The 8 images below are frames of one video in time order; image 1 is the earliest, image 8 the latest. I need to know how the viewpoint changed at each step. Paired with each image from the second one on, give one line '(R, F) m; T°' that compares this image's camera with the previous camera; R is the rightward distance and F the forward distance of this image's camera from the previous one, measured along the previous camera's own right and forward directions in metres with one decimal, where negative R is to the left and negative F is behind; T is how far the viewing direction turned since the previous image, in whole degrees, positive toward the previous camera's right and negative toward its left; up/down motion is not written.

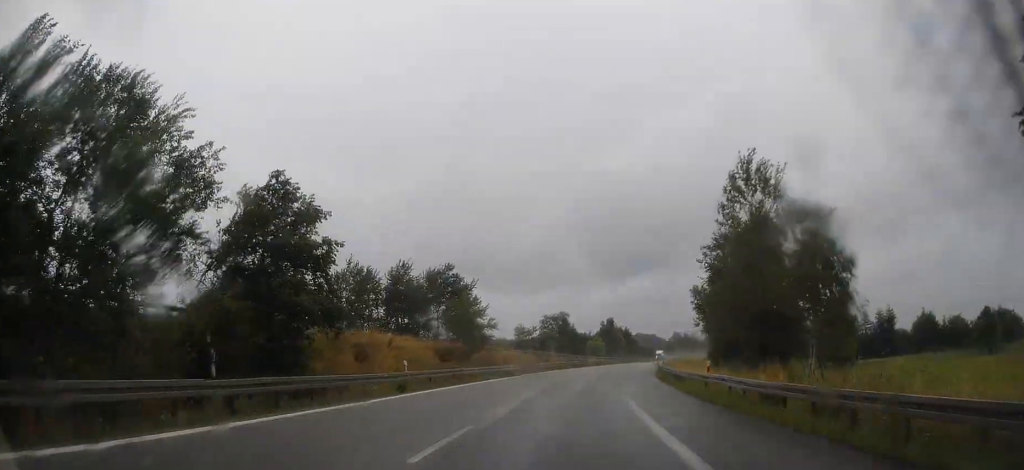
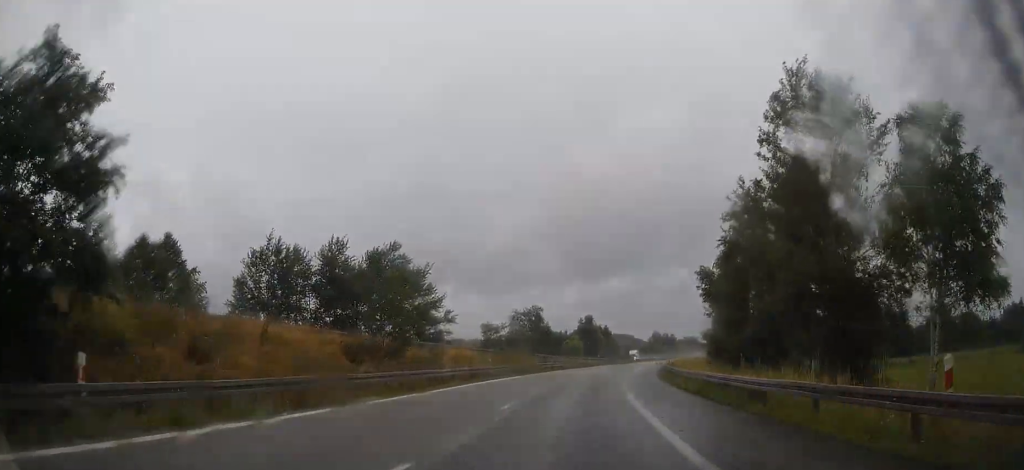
(+0.5, +16.9) m; +3°
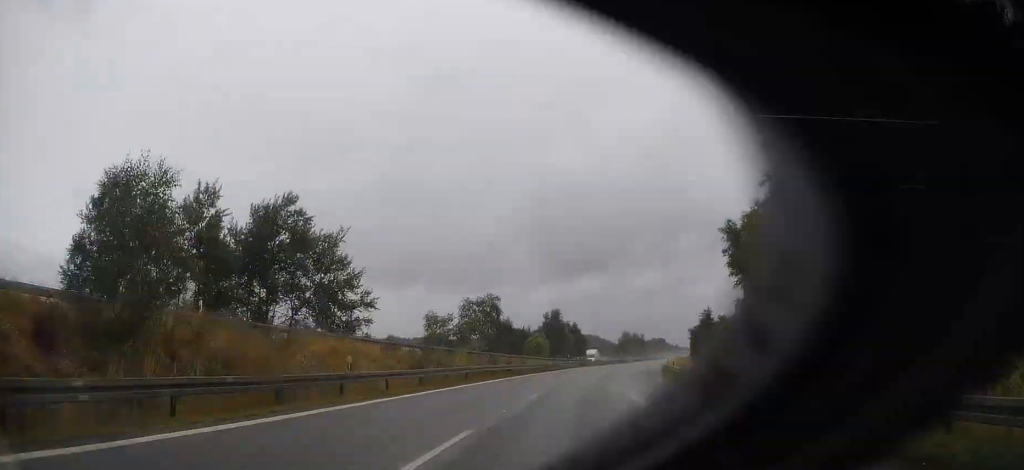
(+0.9, +21.4) m; +4°
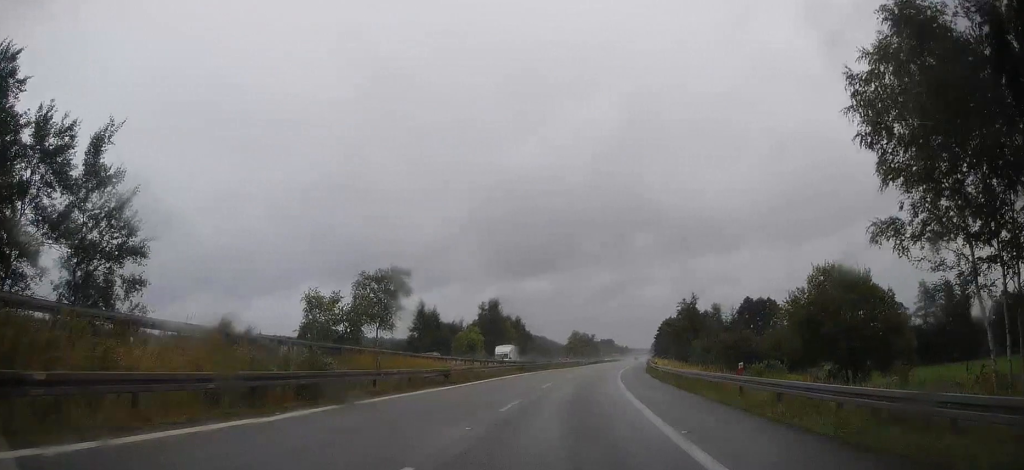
(+1.1, +28.8) m; +4°
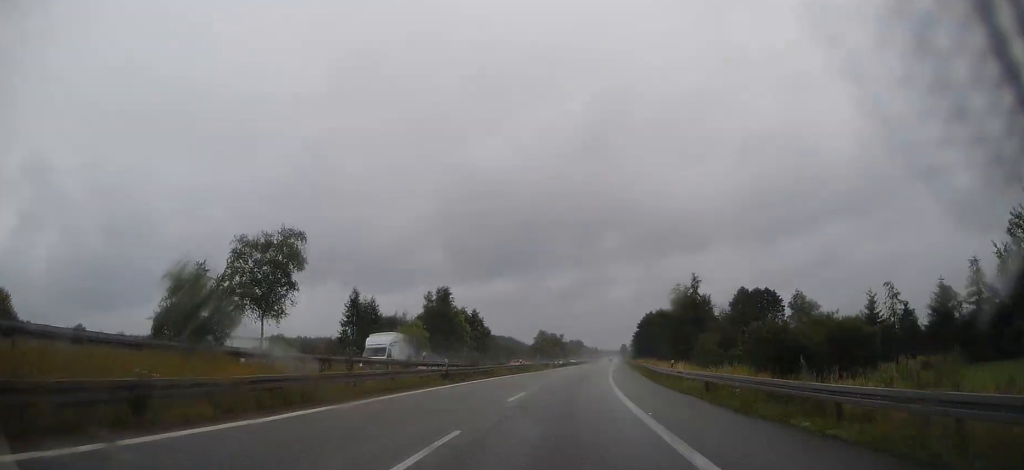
(+0.3, +20.9) m; +2°
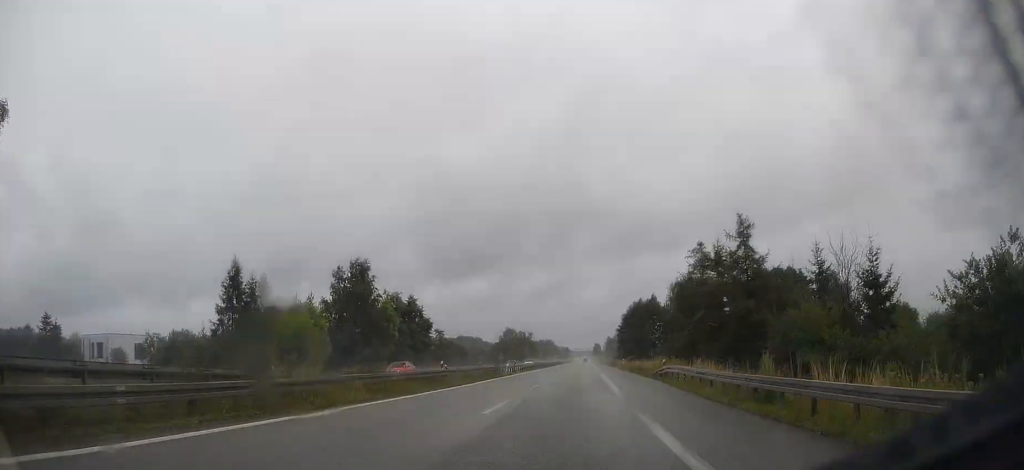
(+0.6, +29.2) m; +2°
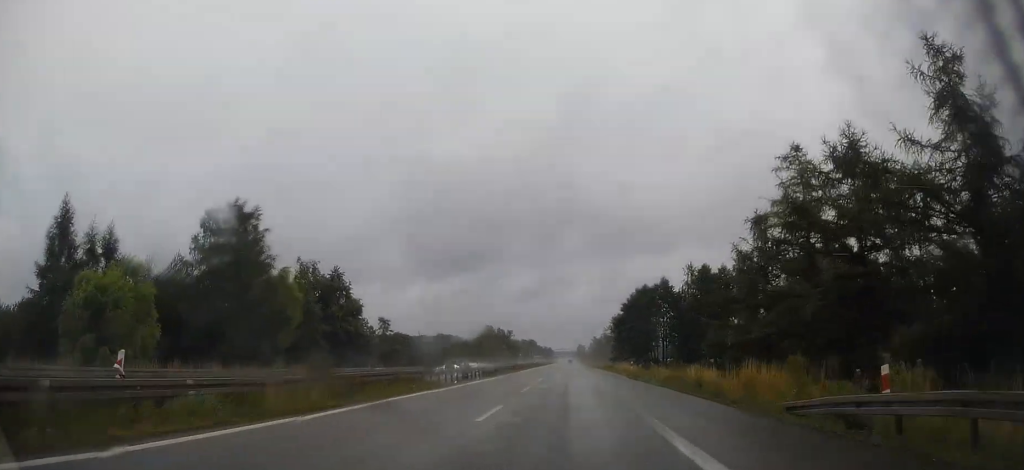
(+0.4, +25.8) m; +1°
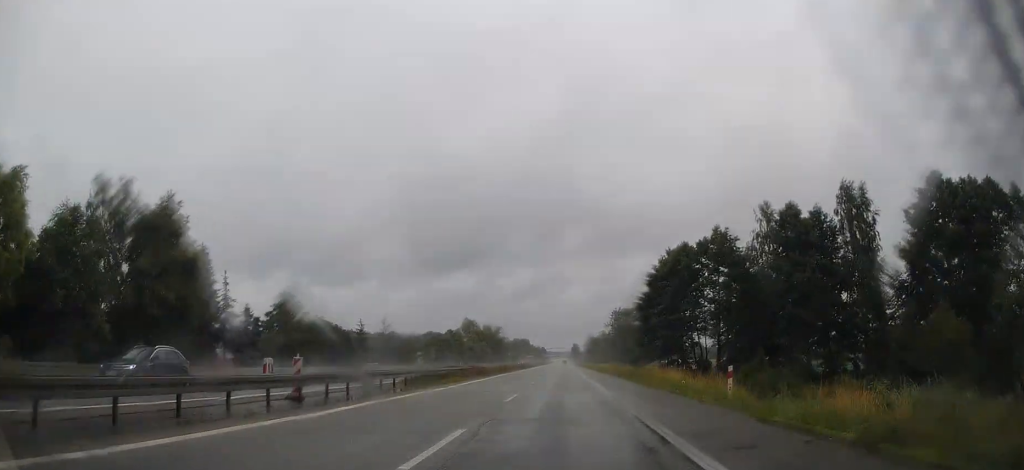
(+0.1, +30.6) m; 0°
